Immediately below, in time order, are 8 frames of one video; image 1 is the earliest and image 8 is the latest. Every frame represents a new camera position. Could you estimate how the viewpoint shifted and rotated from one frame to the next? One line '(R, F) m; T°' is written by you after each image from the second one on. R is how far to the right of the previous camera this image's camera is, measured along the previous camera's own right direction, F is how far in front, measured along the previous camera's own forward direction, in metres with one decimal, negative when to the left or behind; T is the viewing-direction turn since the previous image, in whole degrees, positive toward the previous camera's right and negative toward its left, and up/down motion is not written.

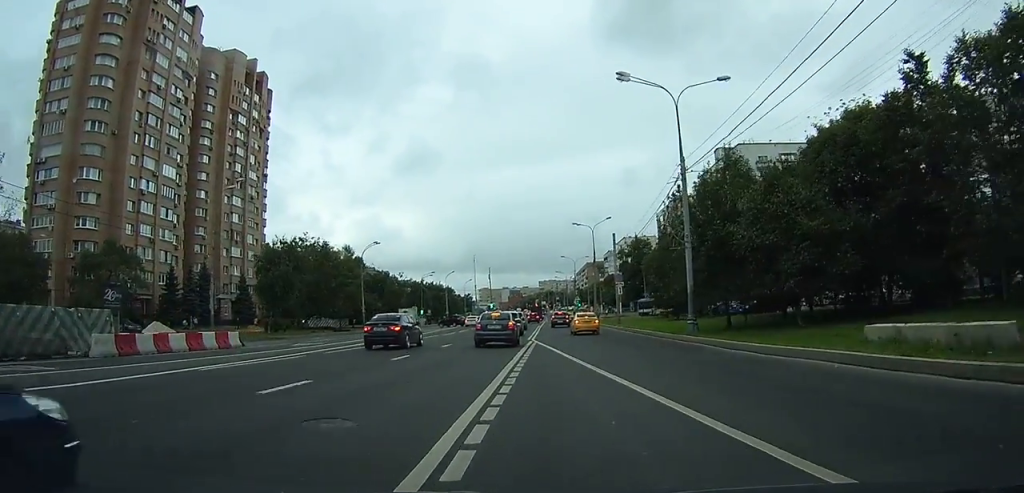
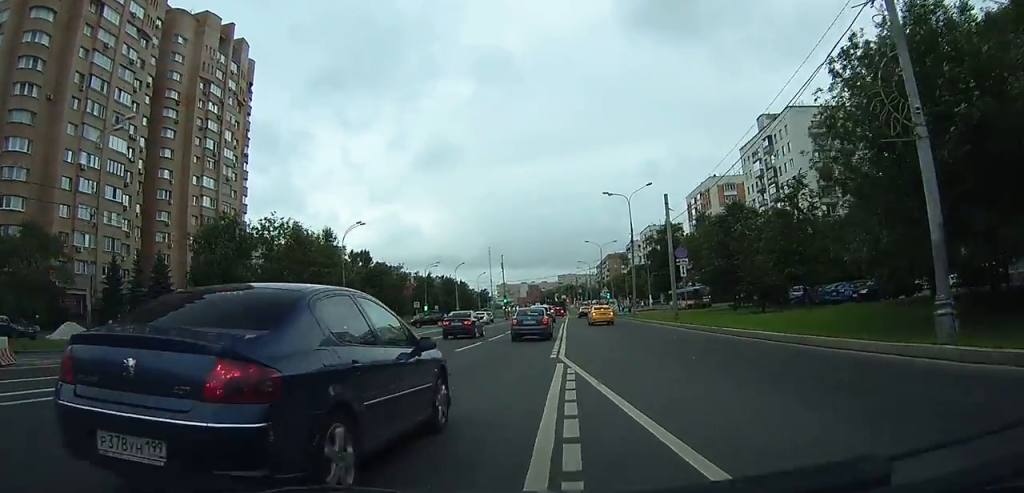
(-0.1, +16.9) m; -1°
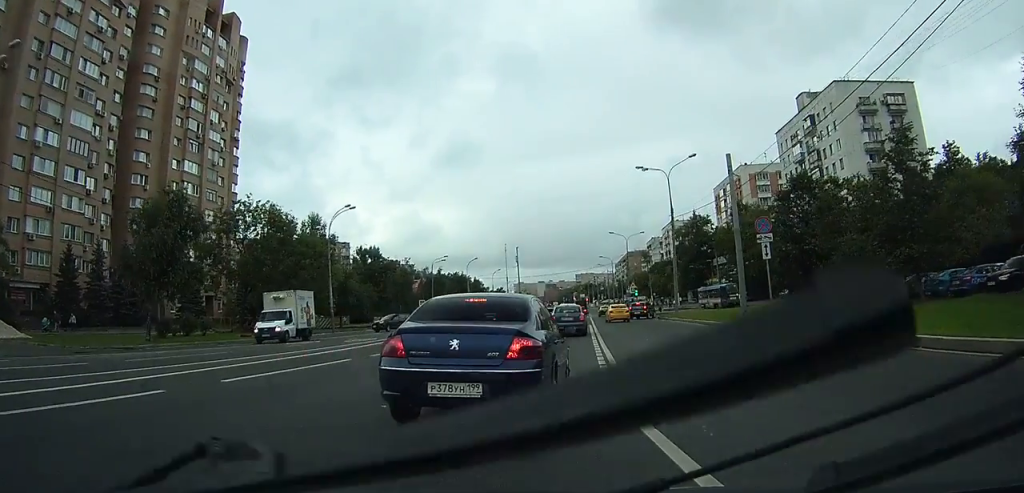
(-0.1, +10.8) m; -1°
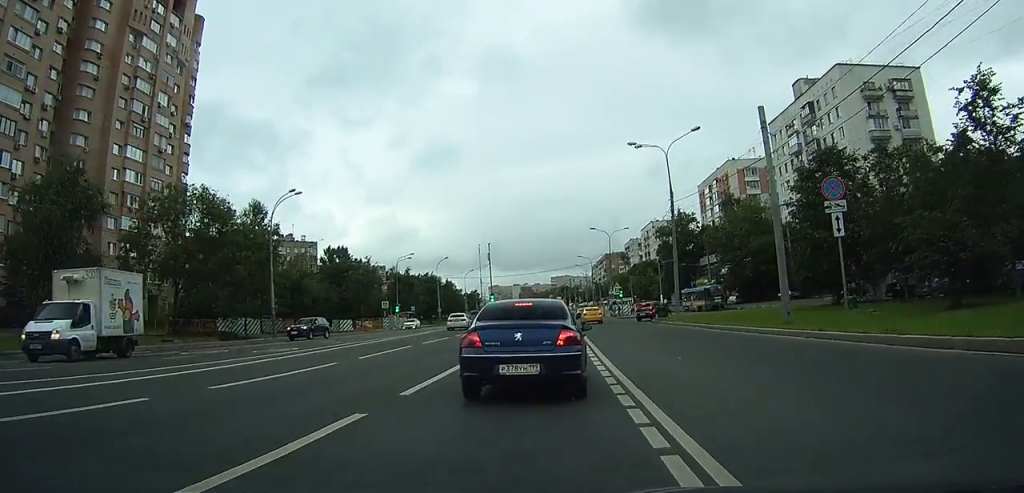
(0.0, +8.4) m; 0°
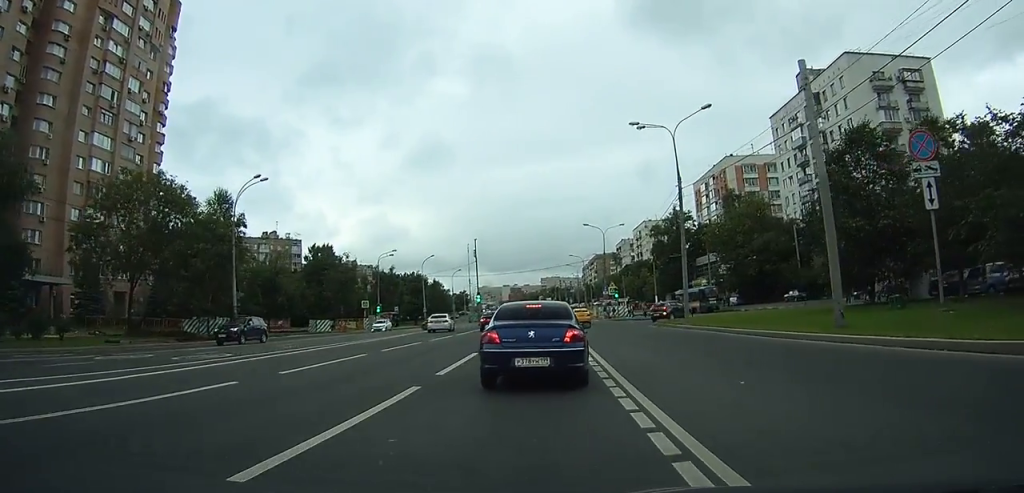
(0.0, +5.2) m; +1°
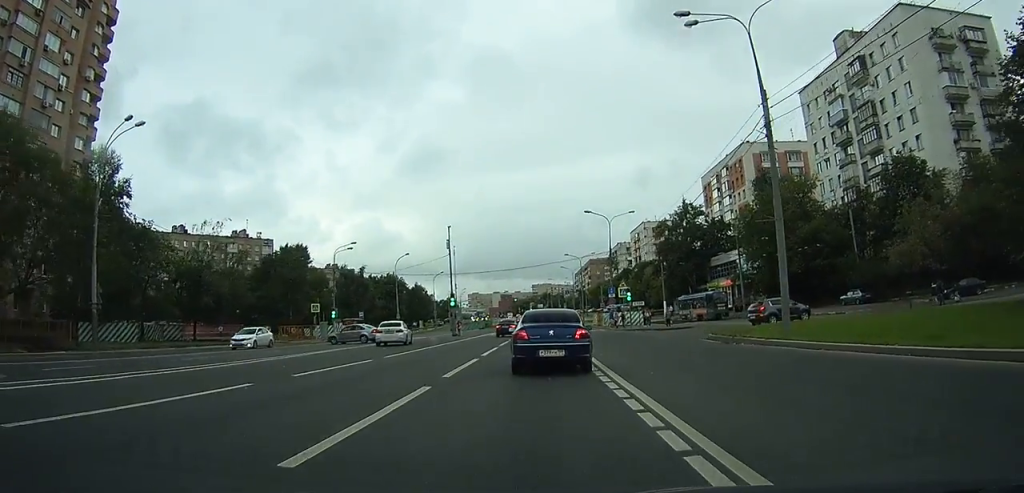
(+0.2, +15.8) m; 0°
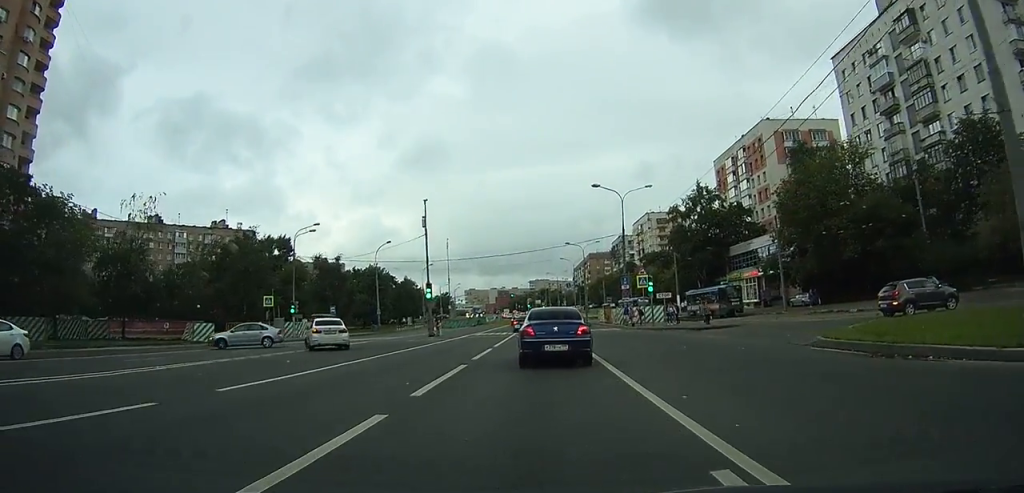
(-0.1, +11.2) m; -1°
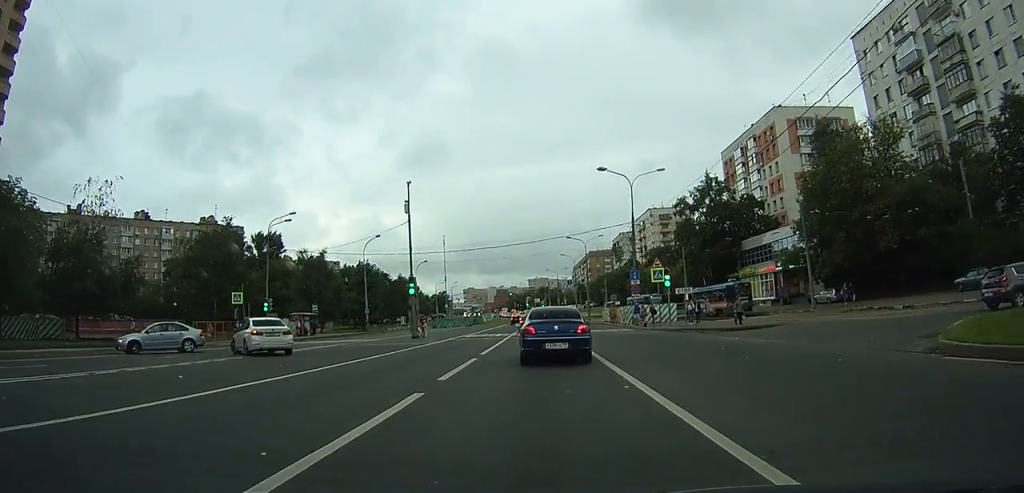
(0.0, +5.6) m; 0°
